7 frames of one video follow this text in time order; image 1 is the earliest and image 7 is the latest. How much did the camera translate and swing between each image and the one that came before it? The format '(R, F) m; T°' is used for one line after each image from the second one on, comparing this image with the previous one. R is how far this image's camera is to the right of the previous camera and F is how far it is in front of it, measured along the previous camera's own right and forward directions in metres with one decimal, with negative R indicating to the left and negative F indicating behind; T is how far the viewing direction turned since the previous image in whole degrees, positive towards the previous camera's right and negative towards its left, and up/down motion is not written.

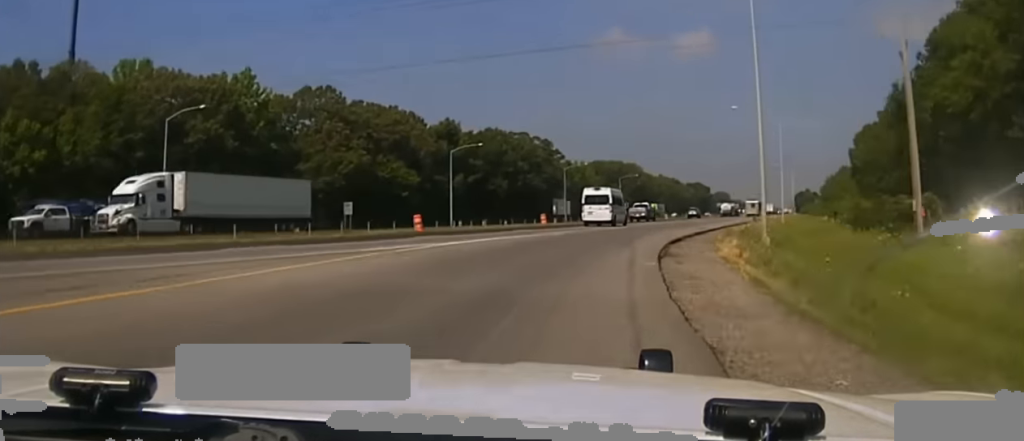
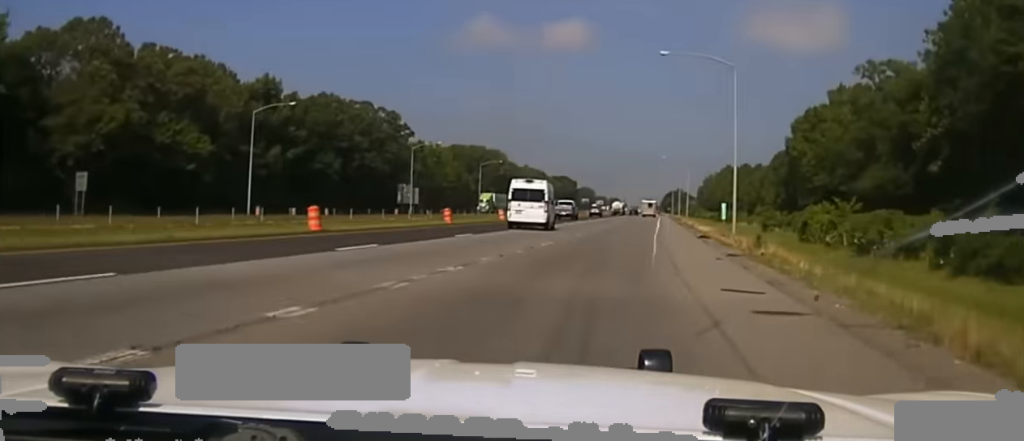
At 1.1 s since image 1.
(+2.4, +35.8) m; +12°
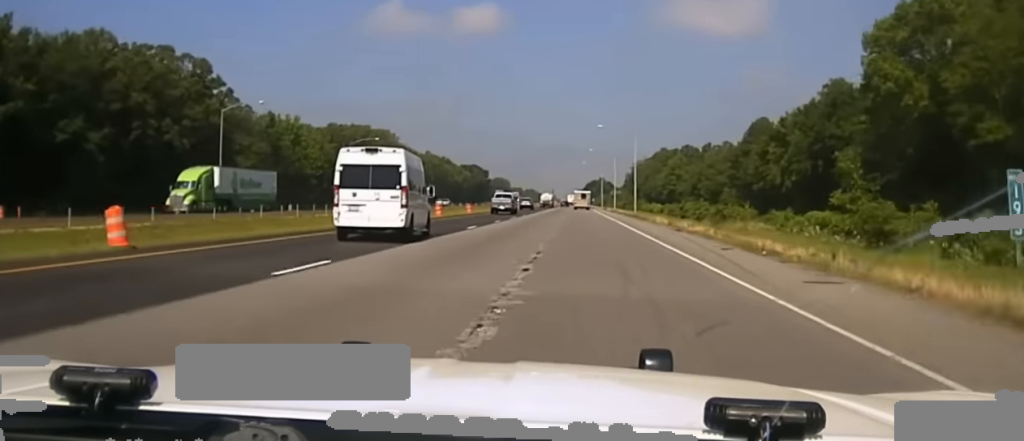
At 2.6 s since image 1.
(+11.0, +63.0) m; +13°
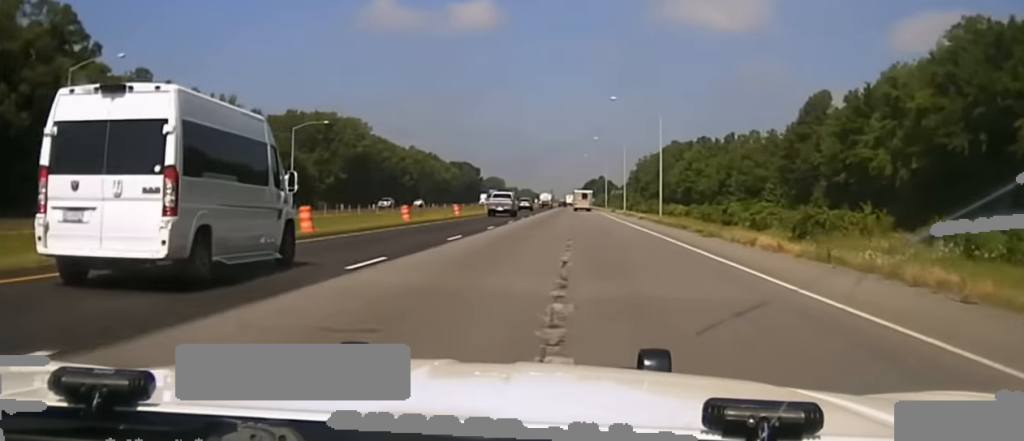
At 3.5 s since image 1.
(+0.8, +42.7) m; +1°
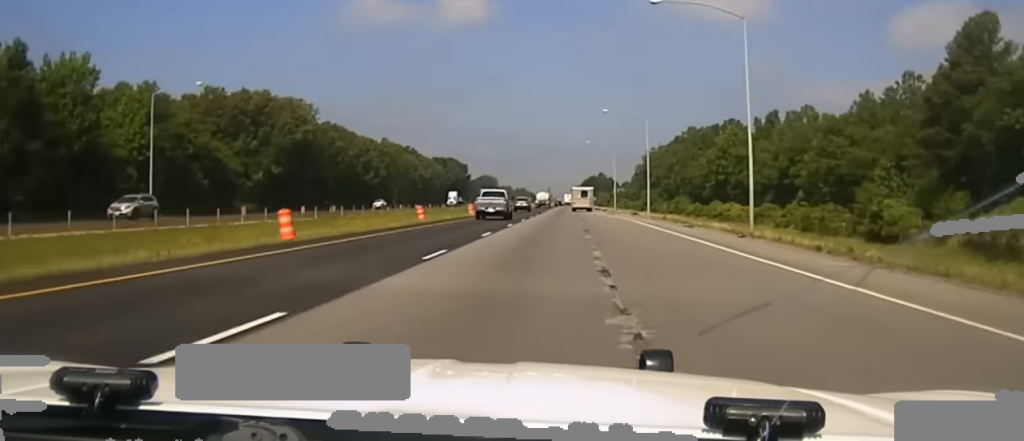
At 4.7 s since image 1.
(+0.1, +50.6) m; +1°
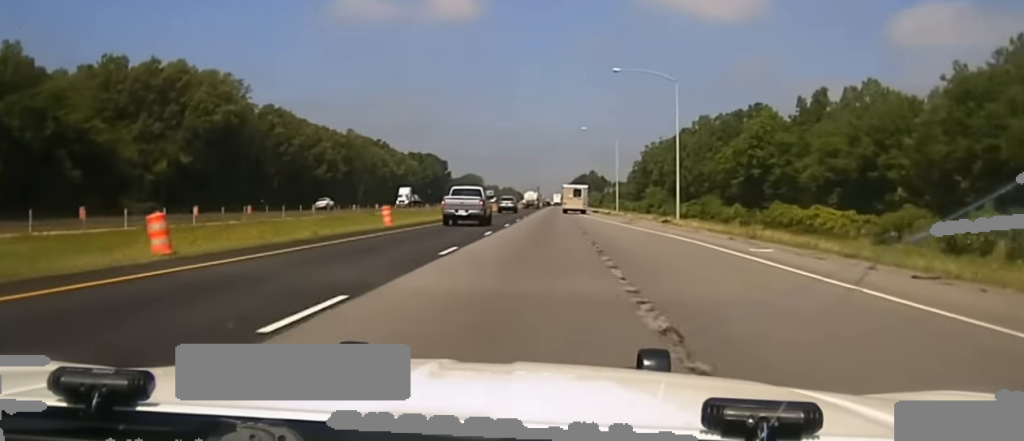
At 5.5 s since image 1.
(+0.3, +30.5) m; 0°
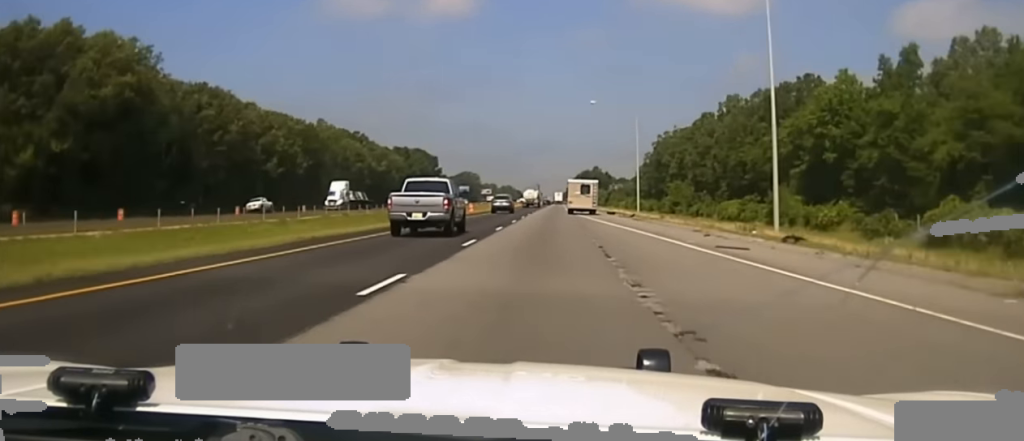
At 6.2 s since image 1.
(+0.1, +26.2) m; 0°
